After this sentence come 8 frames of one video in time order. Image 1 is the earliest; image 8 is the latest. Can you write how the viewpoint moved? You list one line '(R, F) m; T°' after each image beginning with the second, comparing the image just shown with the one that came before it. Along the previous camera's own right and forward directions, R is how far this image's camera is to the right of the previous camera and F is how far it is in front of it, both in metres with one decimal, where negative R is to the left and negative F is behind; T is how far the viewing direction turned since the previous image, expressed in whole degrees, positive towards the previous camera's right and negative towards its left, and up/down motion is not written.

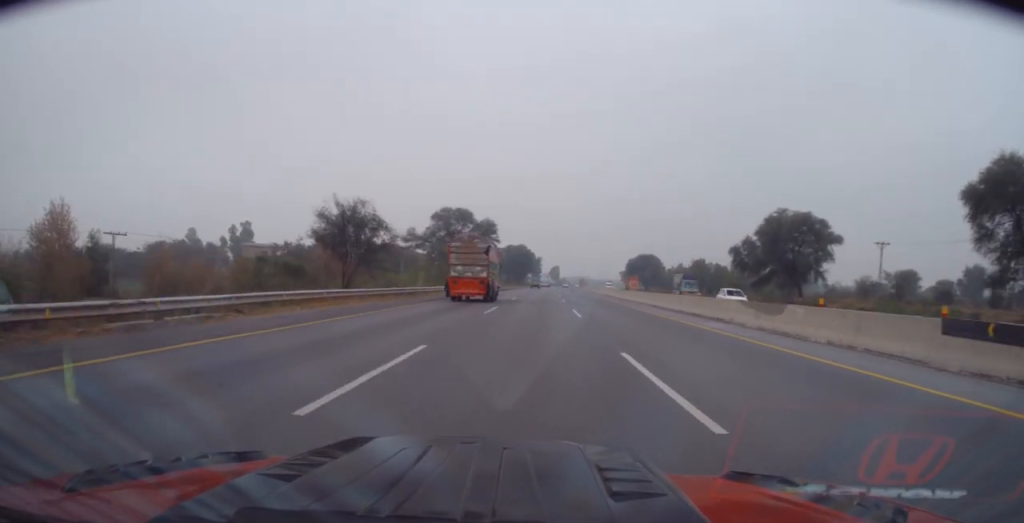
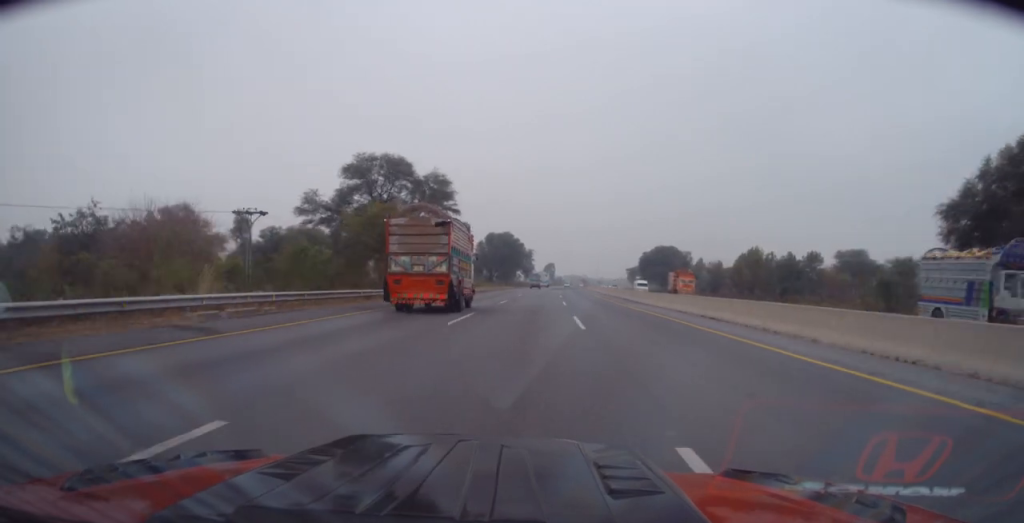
(0.0, +42.8) m; +1°
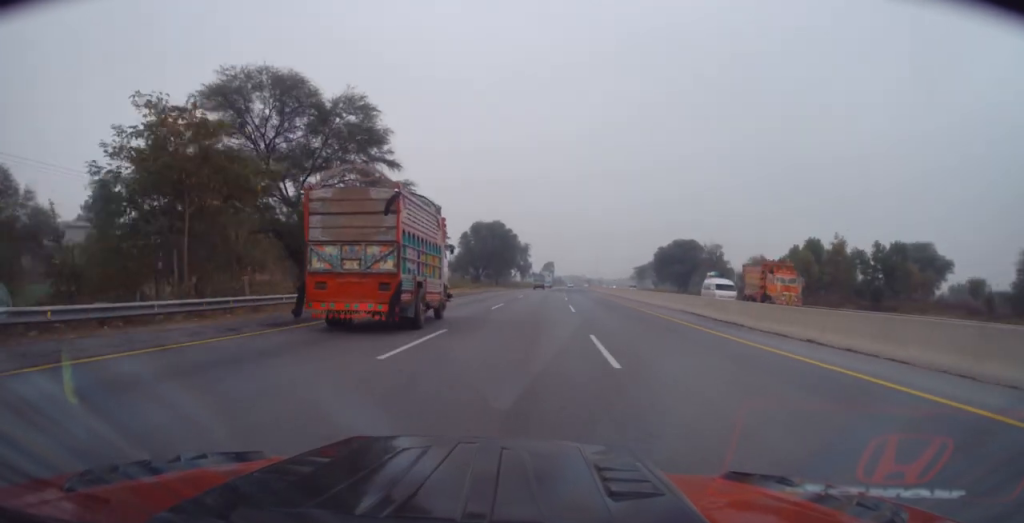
(+0.4, +25.5) m; 0°
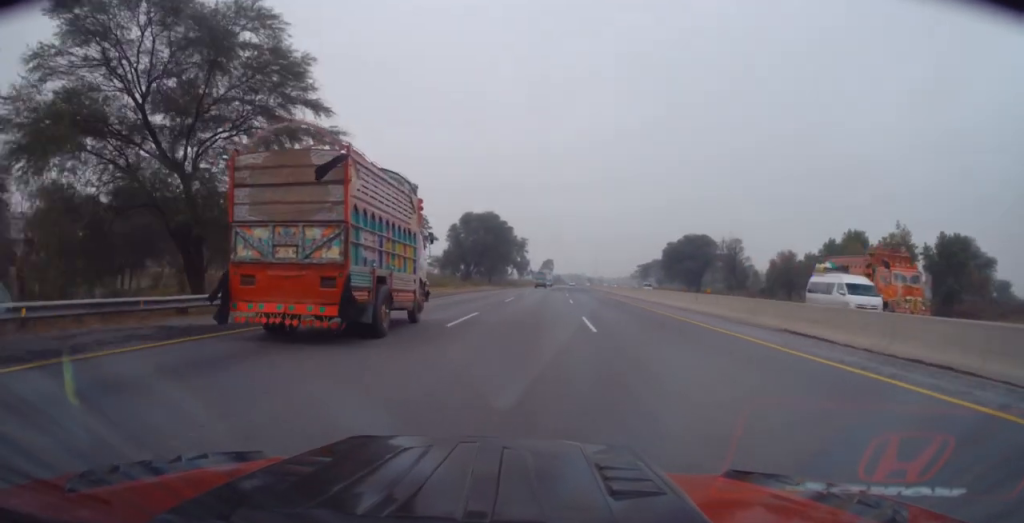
(-0.2, +12.3) m; 0°
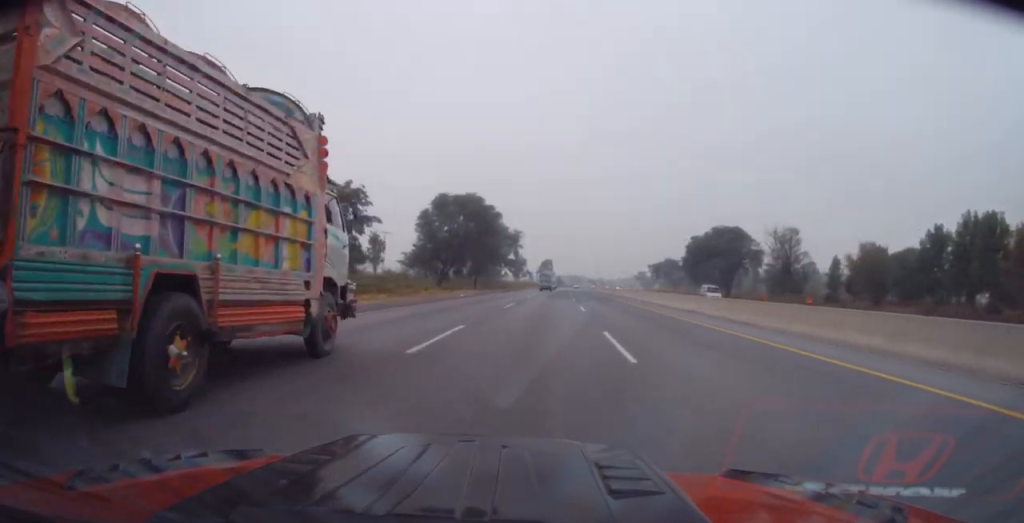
(-0.2, +23.7) m; 0°
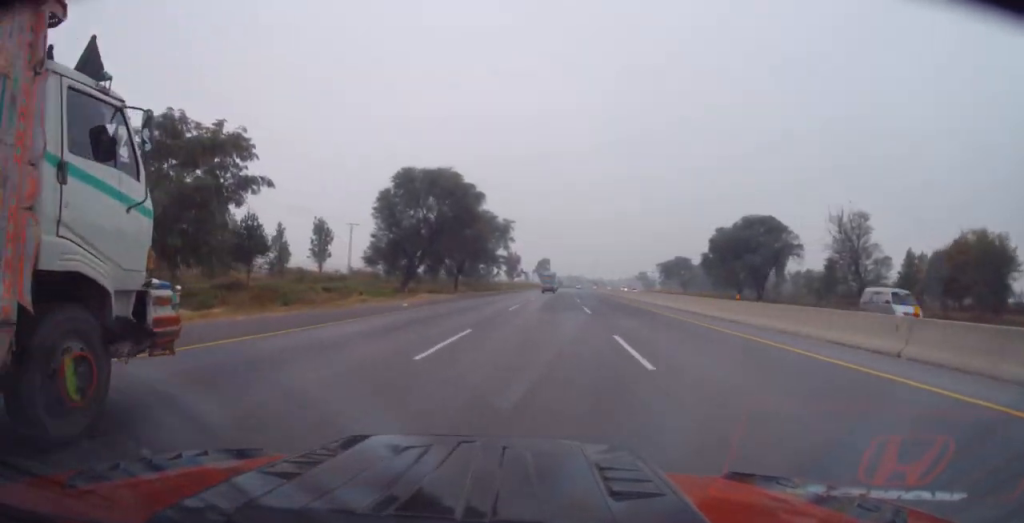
(0.0, +18.4) m; +1°
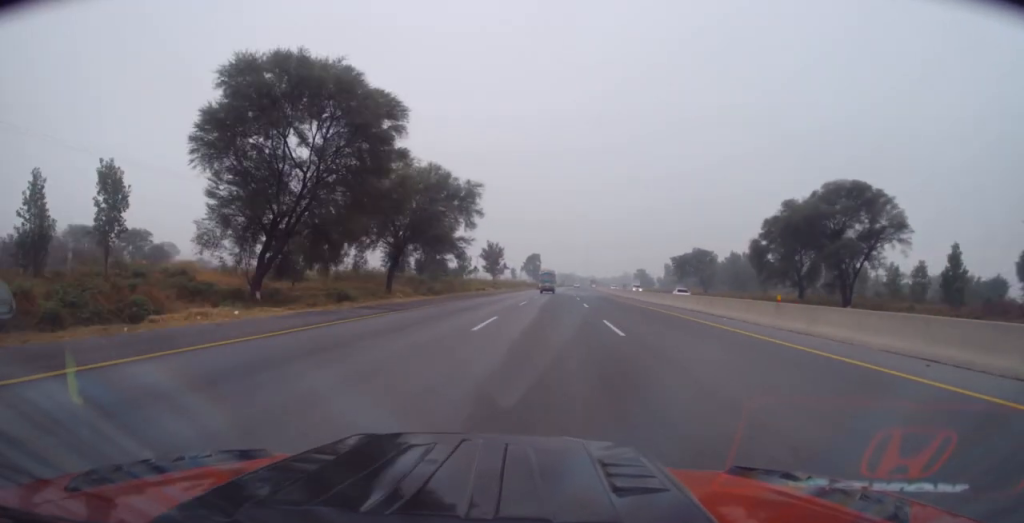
(+0.4, +30.7) m; +1°
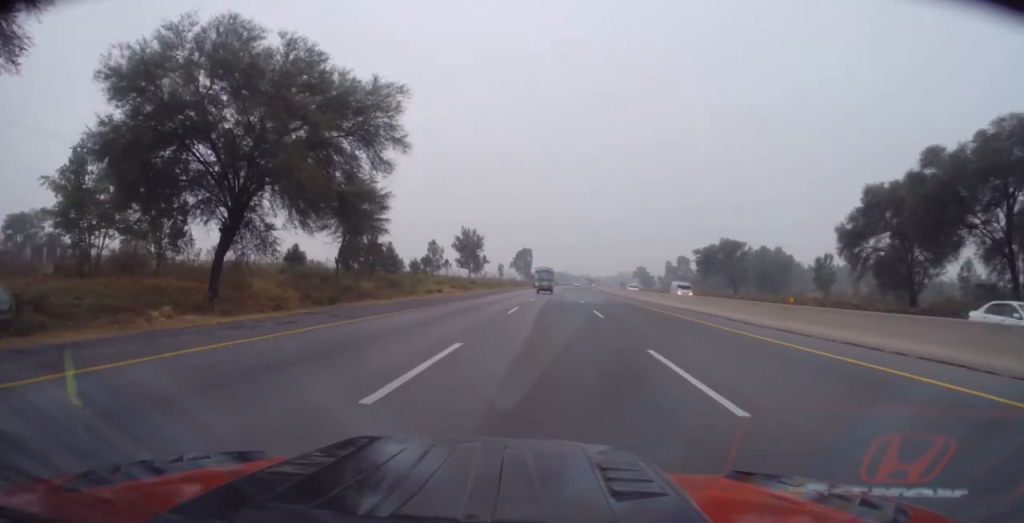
(+0.2, +27.3) m; +1°
